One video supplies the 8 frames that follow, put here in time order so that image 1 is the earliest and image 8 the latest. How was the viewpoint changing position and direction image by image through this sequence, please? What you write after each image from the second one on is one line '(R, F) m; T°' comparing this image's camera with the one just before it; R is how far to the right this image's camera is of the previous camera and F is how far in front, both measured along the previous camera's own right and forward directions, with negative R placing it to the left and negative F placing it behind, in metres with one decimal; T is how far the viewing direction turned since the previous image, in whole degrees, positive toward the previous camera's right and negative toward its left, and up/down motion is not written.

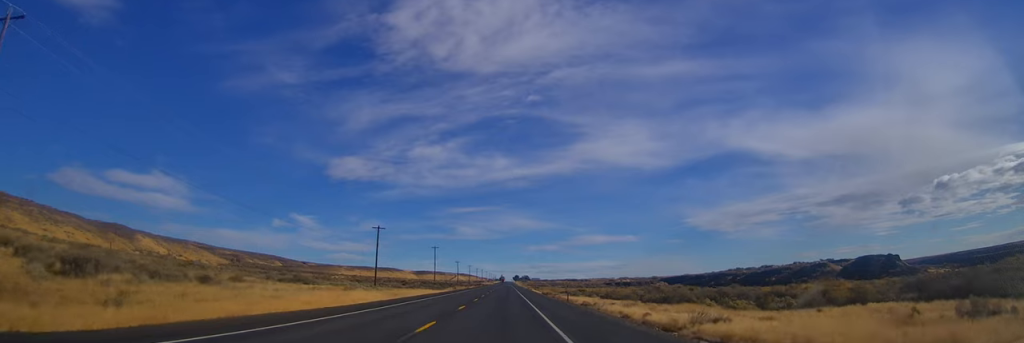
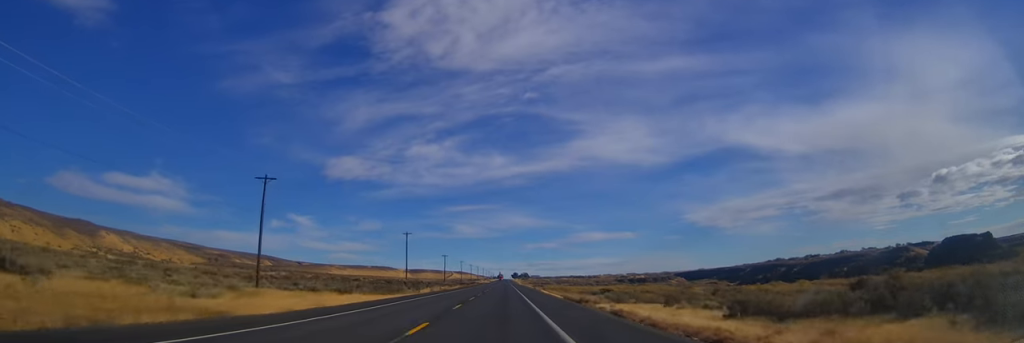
(+0.4, +50.4) m; +1°
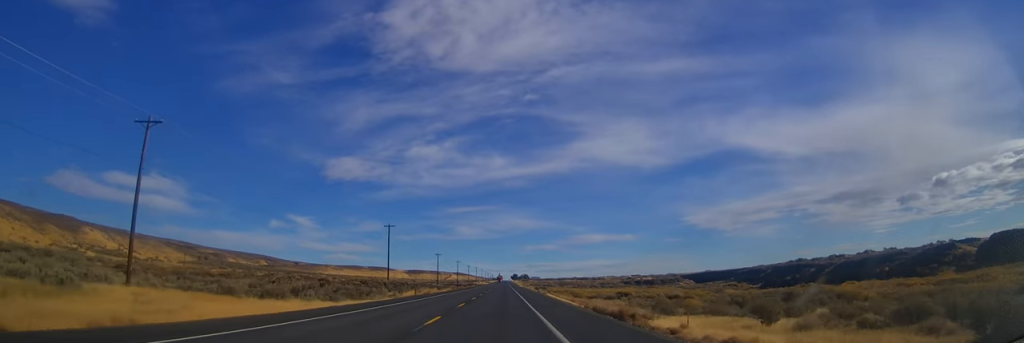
(+0.2, +21.0) m; 0°
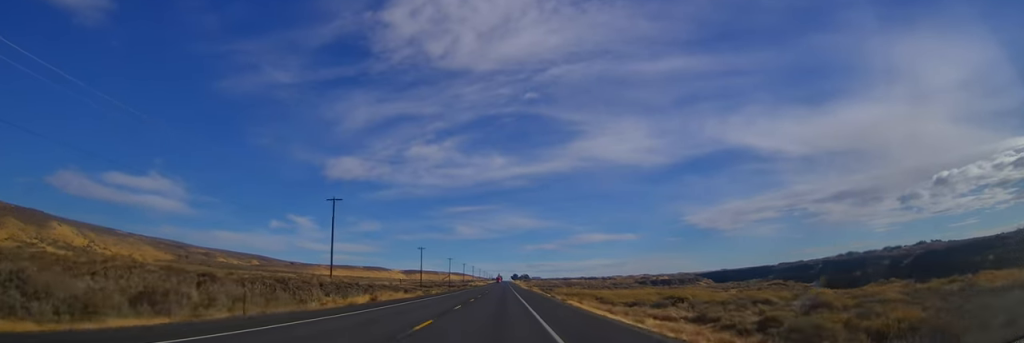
(0.0, +38.6) m; 0°
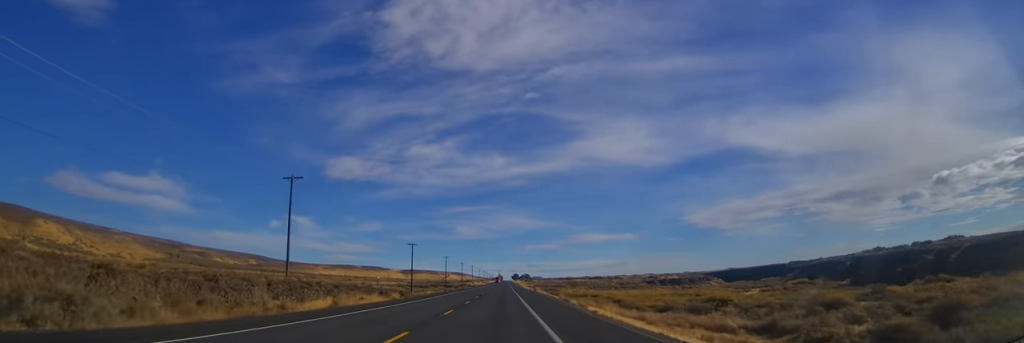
(+0.2, +16.7) m; 0°
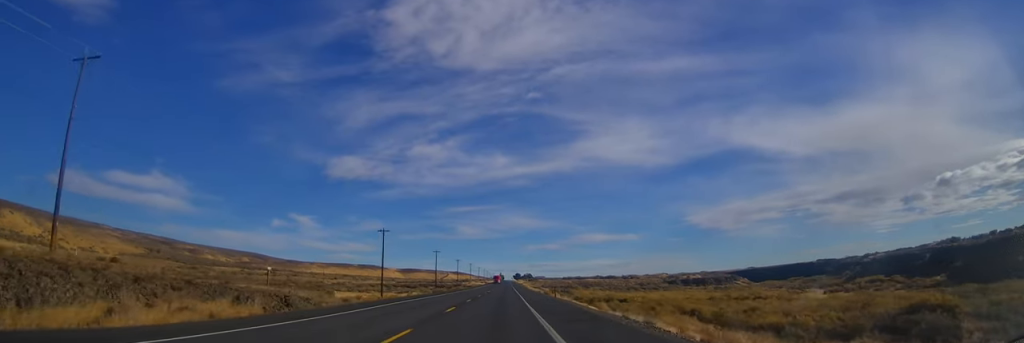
(-0.5, +36.6) m; -1°
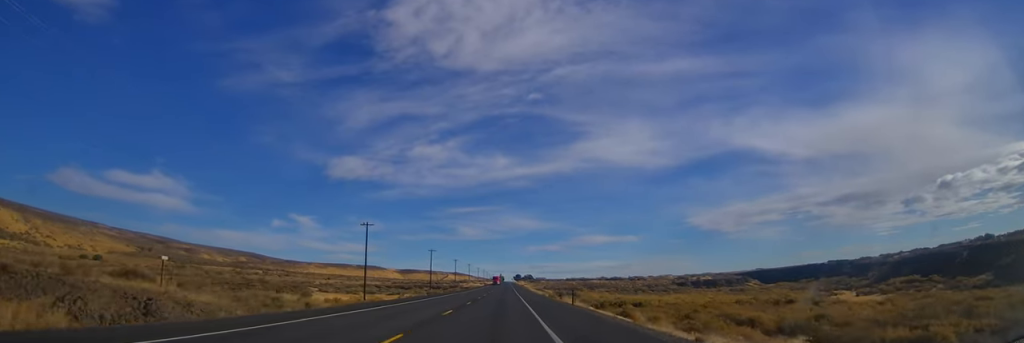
(0.0, +13.6) m; 0°
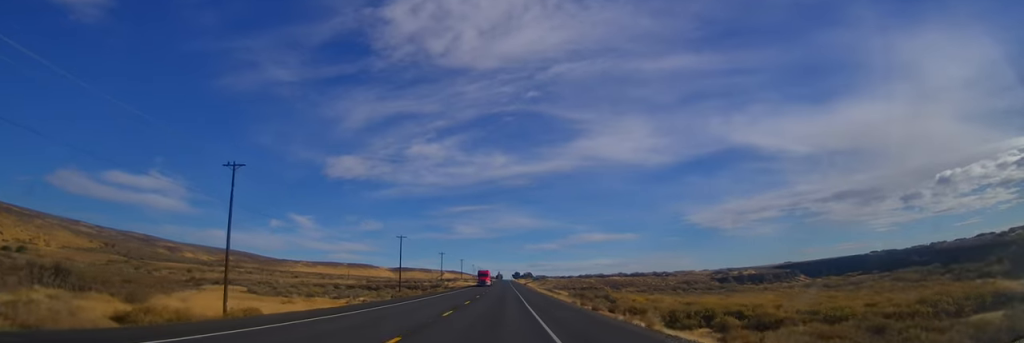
(-0.3, +49.5) m; -1°
